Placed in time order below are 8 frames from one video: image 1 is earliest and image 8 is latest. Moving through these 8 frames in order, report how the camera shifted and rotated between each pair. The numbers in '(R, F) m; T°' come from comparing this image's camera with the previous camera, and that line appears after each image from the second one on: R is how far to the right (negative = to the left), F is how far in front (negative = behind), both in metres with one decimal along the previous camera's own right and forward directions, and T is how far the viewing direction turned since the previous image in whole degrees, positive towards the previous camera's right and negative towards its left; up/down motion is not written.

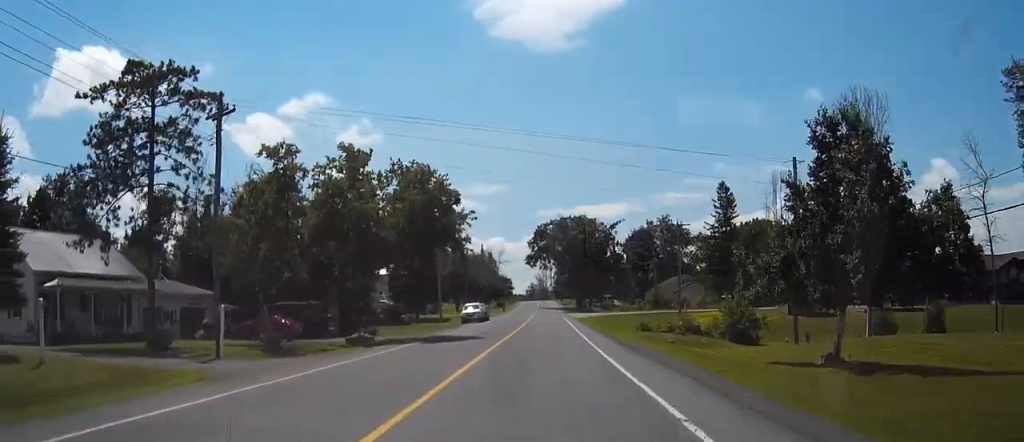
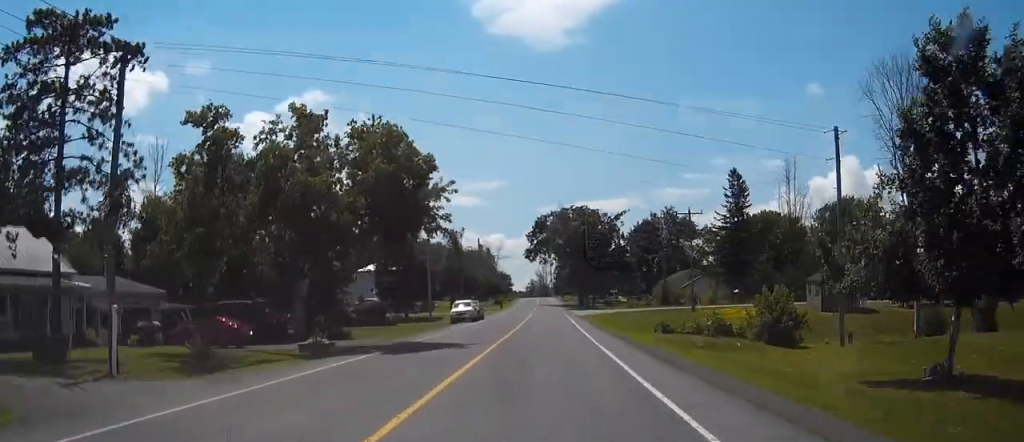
(0.0, +7.6) m; 0°
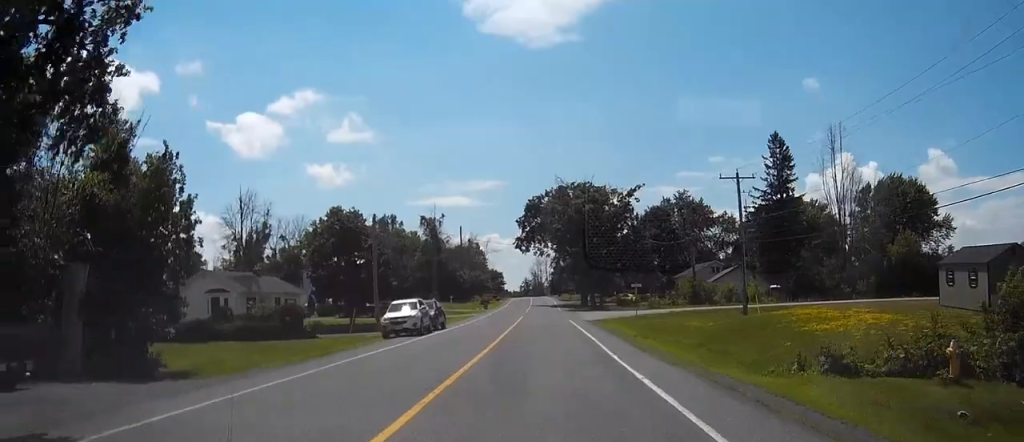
(+0.2, +22.8) m; +1°
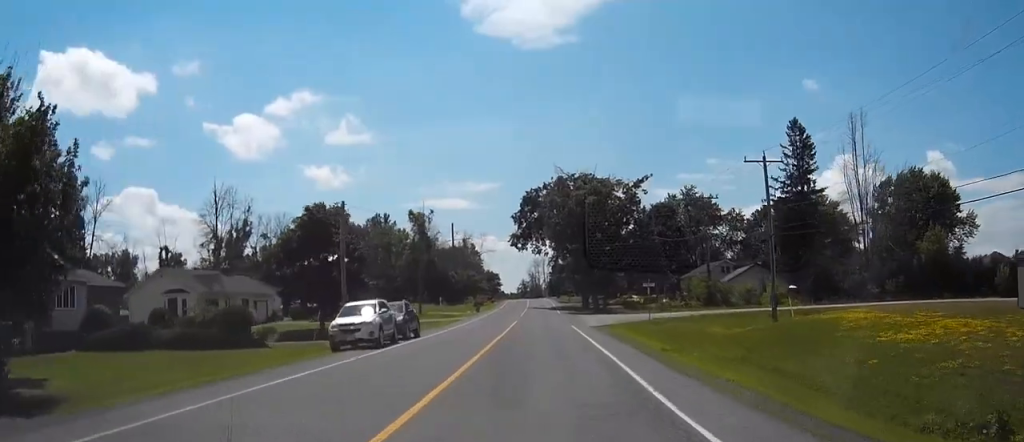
(+0.1, +8.1) m; 0°
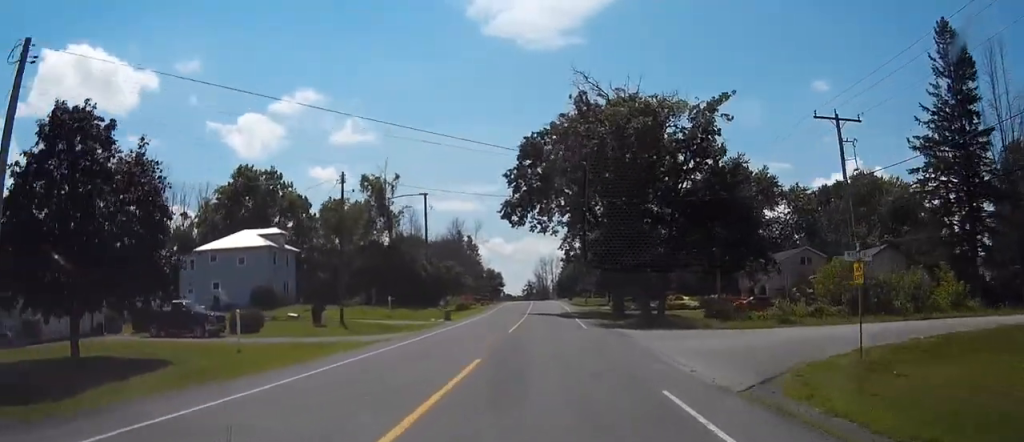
(-0.2, +32.5) m; -1°
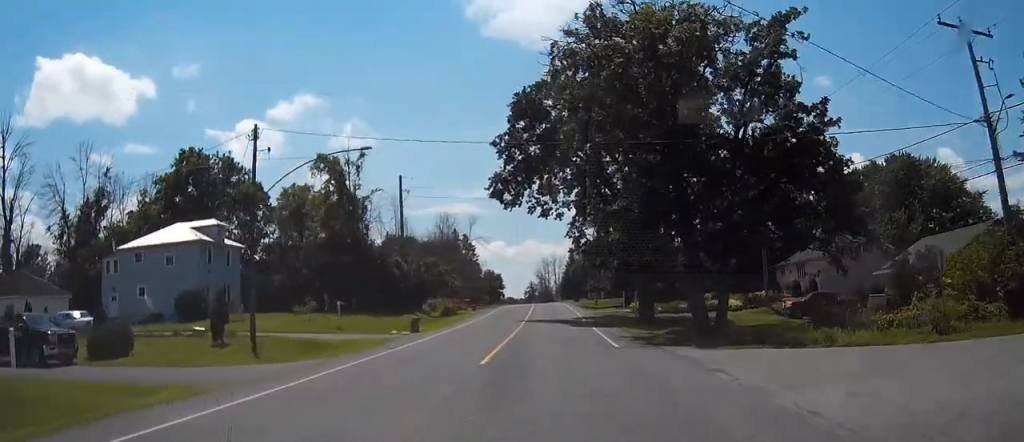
(-0.1, +14.6) m; 0°
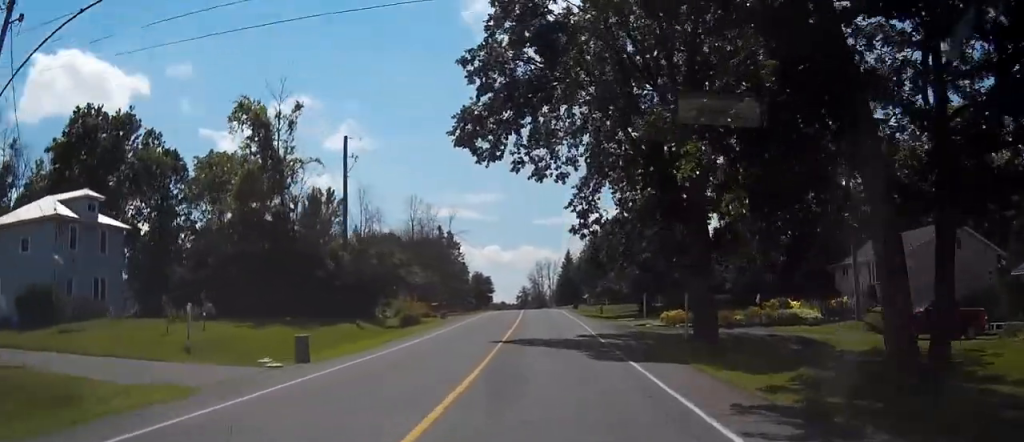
(0.0, +17.7) m; 0°
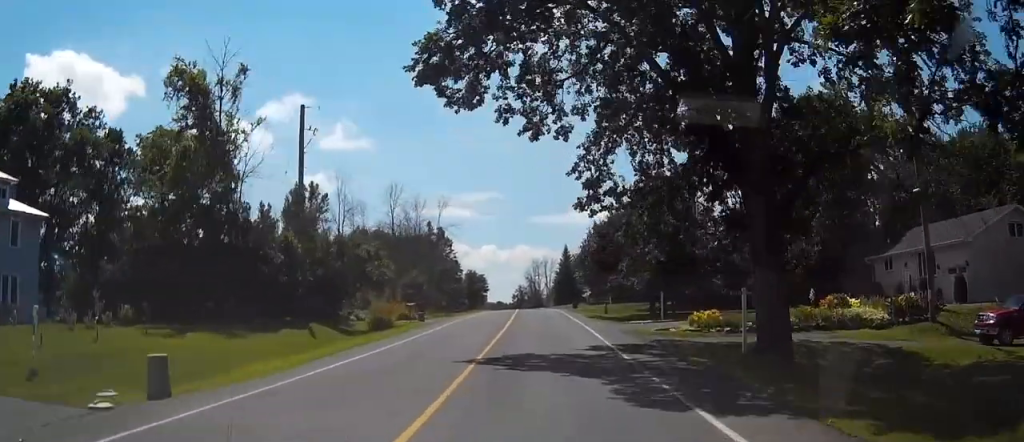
(0.0, +8.5) m; 0°
